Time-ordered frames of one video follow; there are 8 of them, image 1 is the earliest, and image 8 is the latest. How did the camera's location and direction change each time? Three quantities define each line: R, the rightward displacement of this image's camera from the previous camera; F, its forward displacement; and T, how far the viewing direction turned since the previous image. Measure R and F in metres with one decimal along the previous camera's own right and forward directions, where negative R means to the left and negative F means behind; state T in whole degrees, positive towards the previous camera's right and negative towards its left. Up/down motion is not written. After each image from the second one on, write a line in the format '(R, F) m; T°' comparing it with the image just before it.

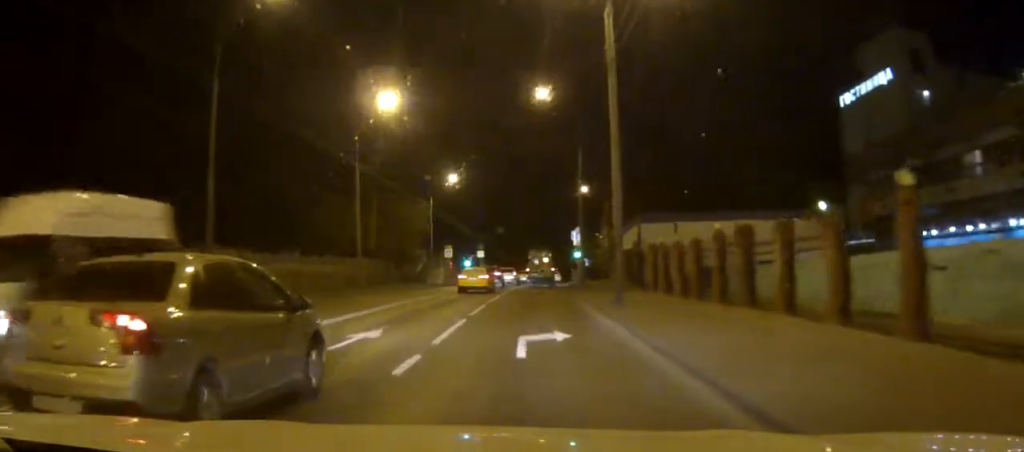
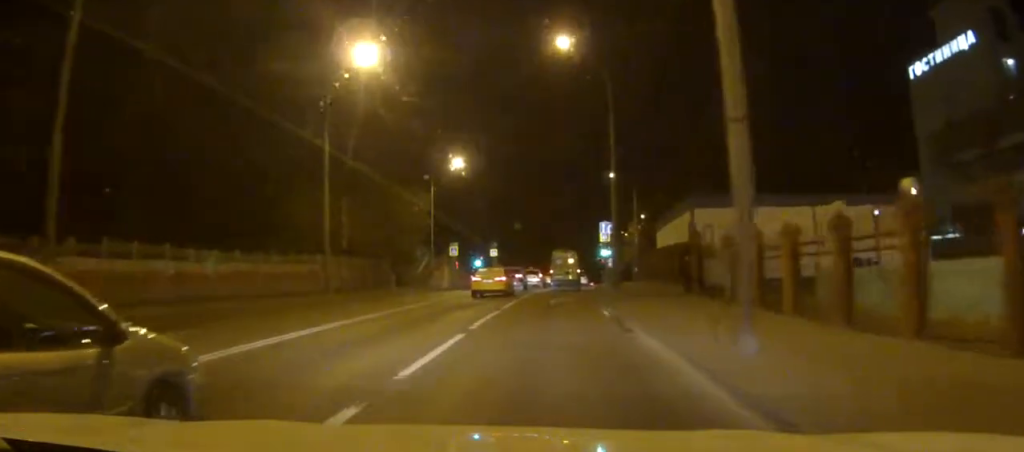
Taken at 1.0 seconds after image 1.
(-0.2, +12.3) m; -2°
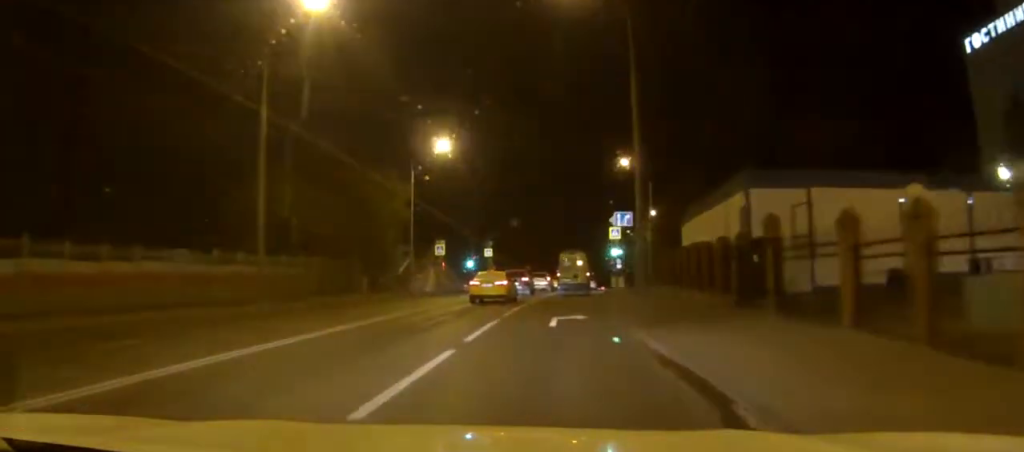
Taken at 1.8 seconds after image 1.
(-0.1, +9.9) m; -1°
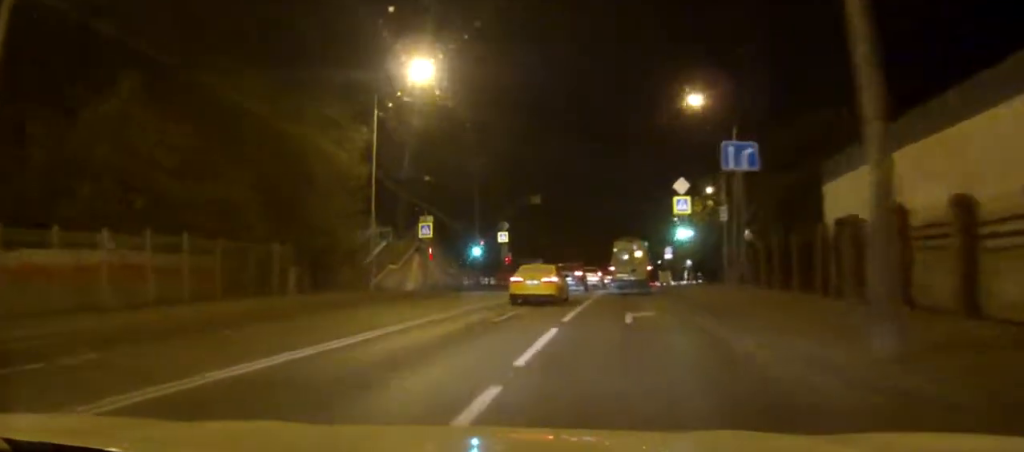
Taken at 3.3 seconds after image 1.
(-0.3, +20.7) m; -1°
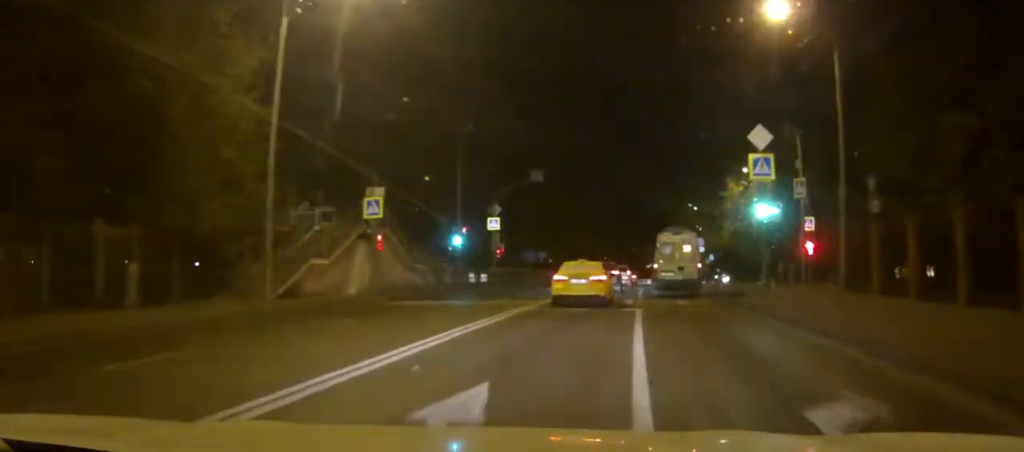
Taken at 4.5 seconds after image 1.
(0.0, +15.2) m; +1°
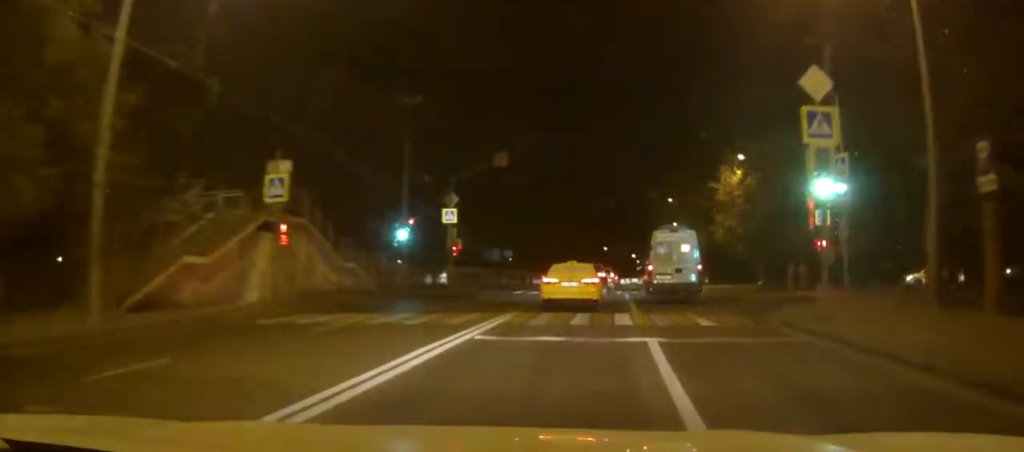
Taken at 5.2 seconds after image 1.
(+0.2, +8.6) m; +1°
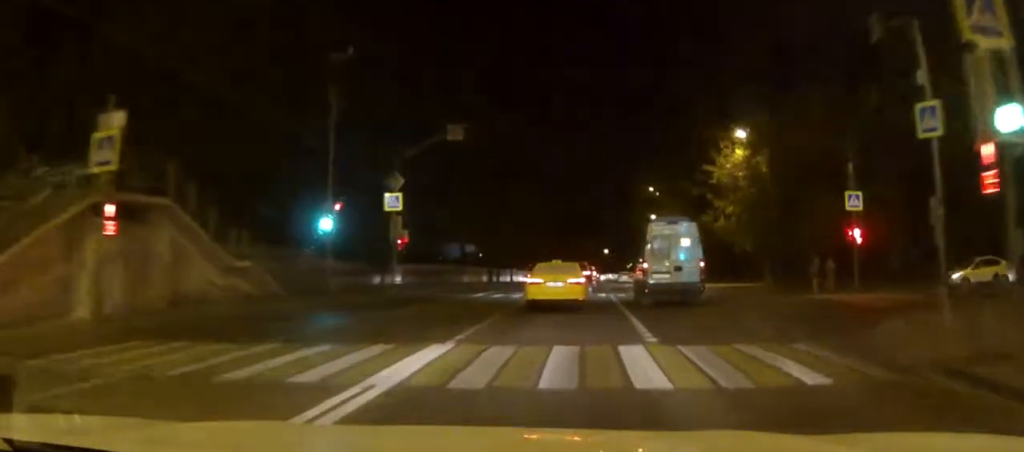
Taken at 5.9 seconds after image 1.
(+0.1, +9.1) m; +1°
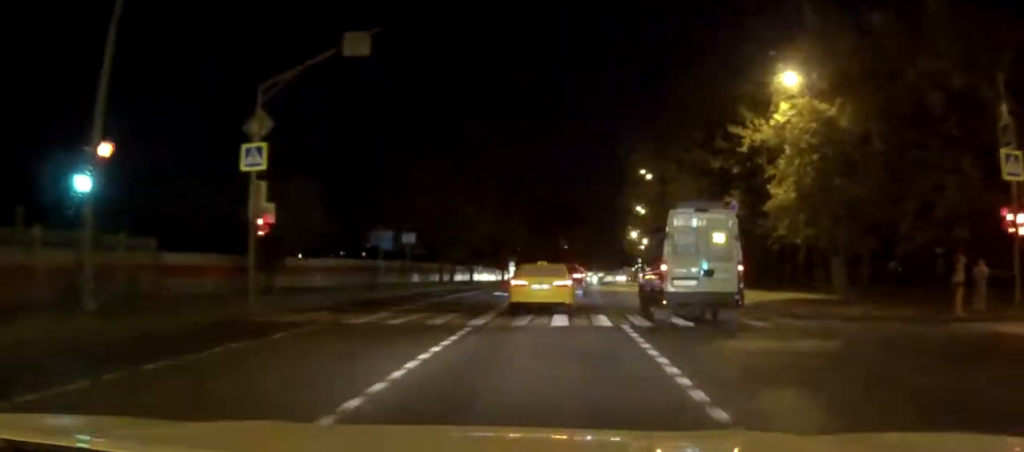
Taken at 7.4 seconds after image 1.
(+0.3, +16.3) m; +2°
